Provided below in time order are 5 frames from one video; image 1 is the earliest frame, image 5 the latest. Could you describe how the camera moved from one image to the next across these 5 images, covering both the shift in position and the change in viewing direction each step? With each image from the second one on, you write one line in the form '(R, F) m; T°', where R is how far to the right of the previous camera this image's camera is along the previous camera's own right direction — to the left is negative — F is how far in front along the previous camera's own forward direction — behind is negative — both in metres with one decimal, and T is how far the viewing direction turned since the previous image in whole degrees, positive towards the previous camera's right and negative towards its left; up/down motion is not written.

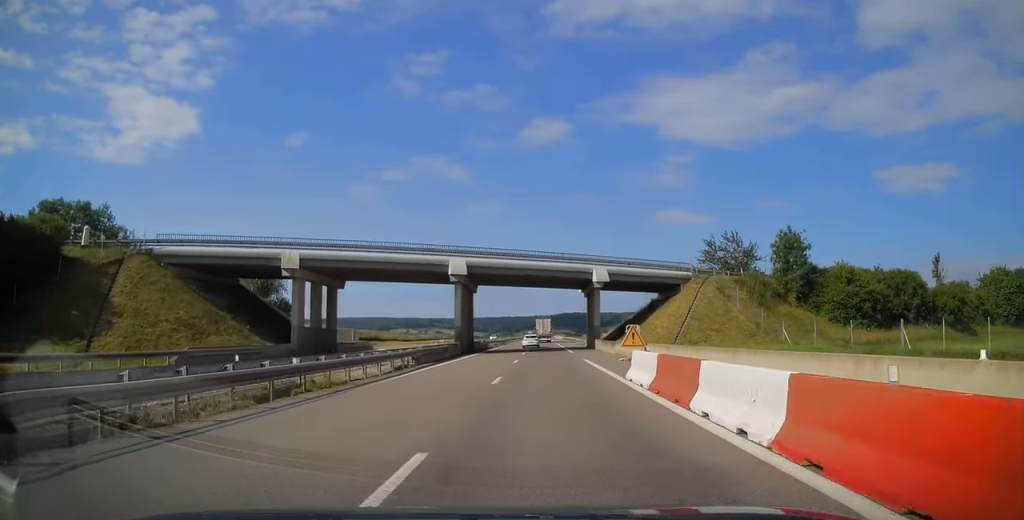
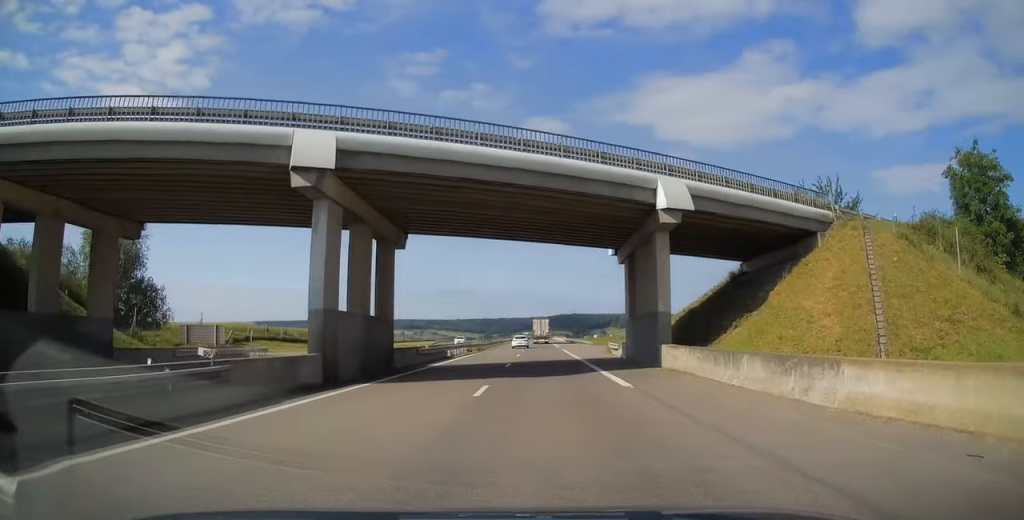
(+0.4, +29.9) m; 0°
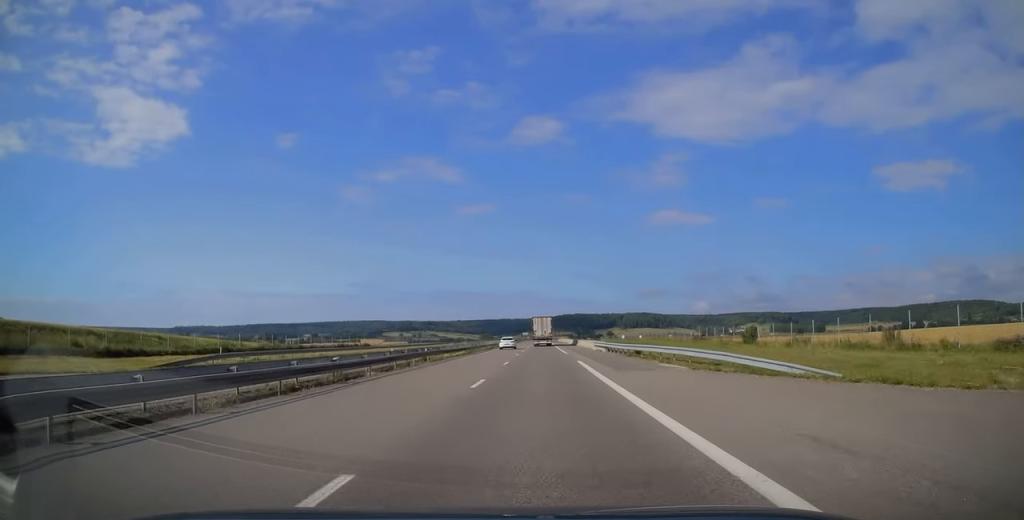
(-1.4, +76.8) m; -1°
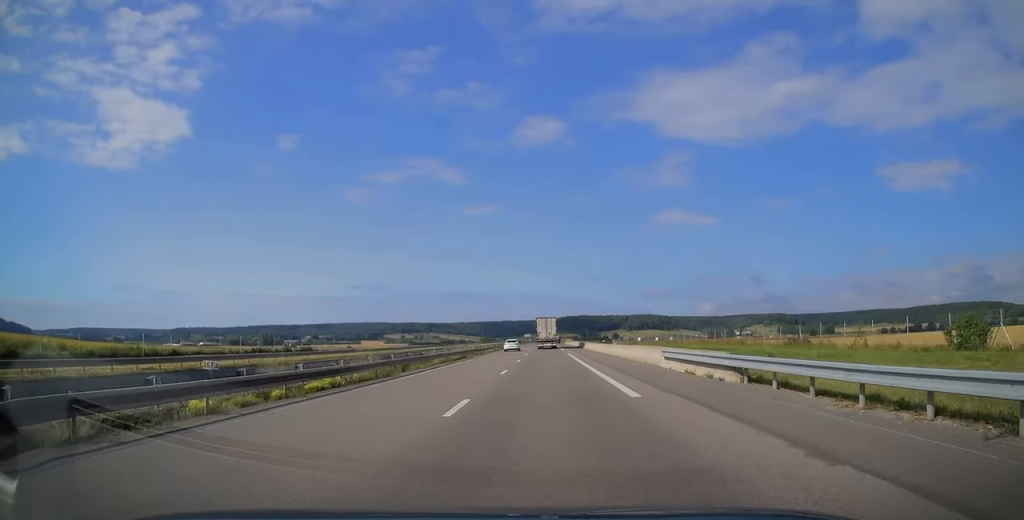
(0.0, +31.8) m; 0°
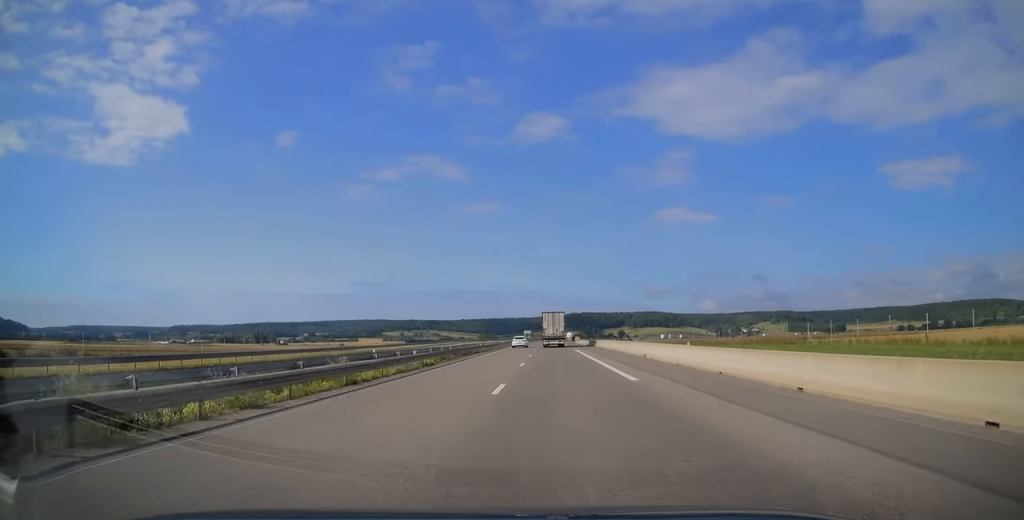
(+0.2, +48.8) m; 0°
